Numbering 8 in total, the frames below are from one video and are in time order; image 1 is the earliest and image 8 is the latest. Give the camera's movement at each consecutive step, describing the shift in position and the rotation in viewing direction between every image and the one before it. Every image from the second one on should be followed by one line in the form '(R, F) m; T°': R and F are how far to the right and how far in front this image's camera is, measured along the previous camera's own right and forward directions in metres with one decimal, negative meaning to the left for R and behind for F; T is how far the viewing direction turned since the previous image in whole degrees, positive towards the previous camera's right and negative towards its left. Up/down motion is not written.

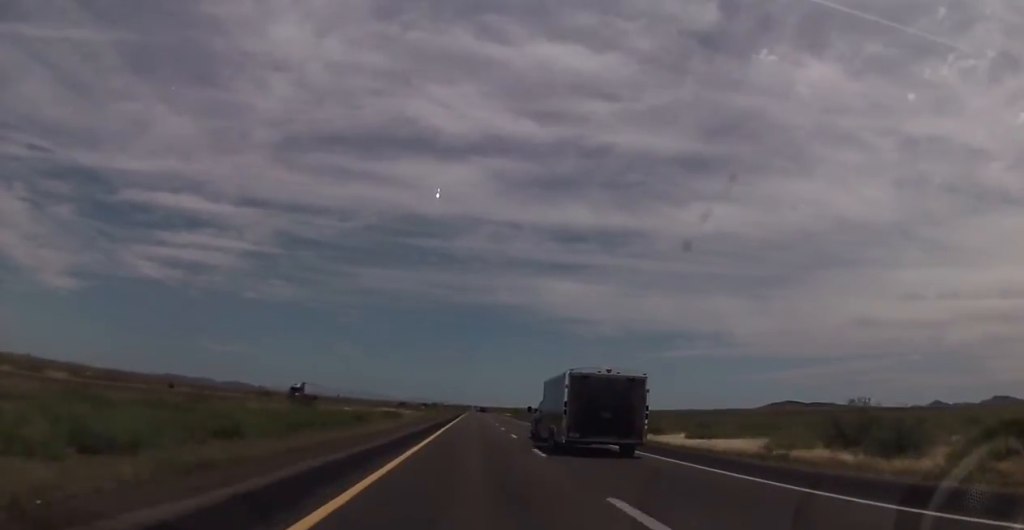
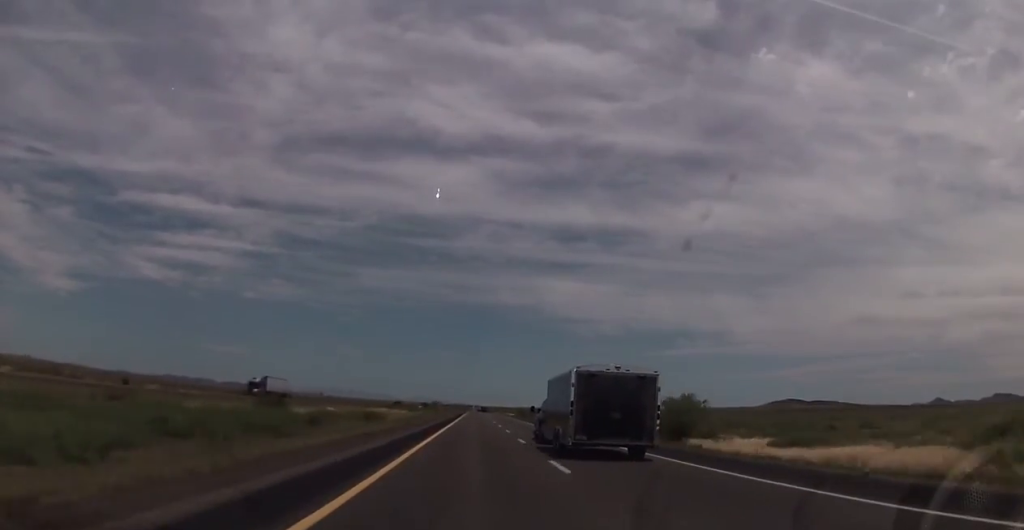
(0.0, +16.9) m; 0°
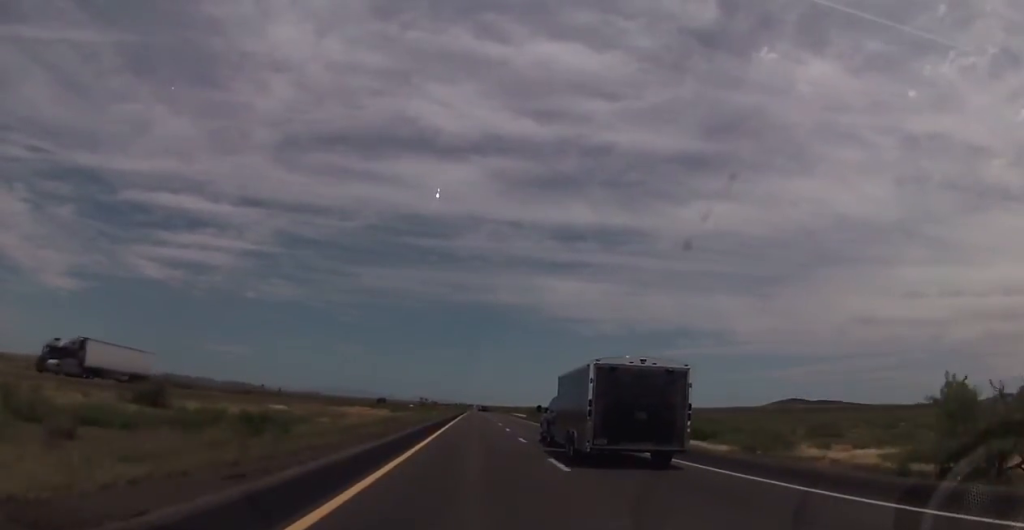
(-0.4, +36.3) m; 0°
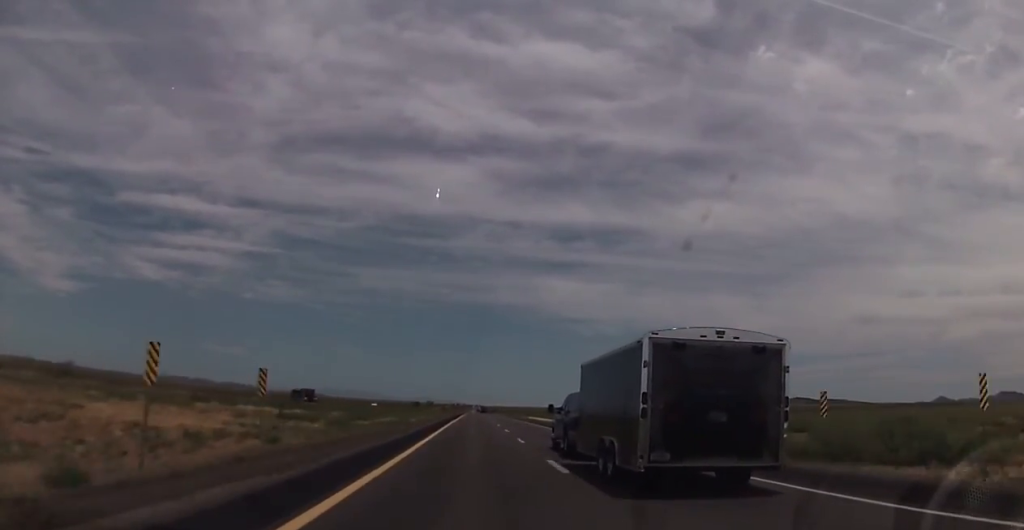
(+0.9, +74.3) m; +1°
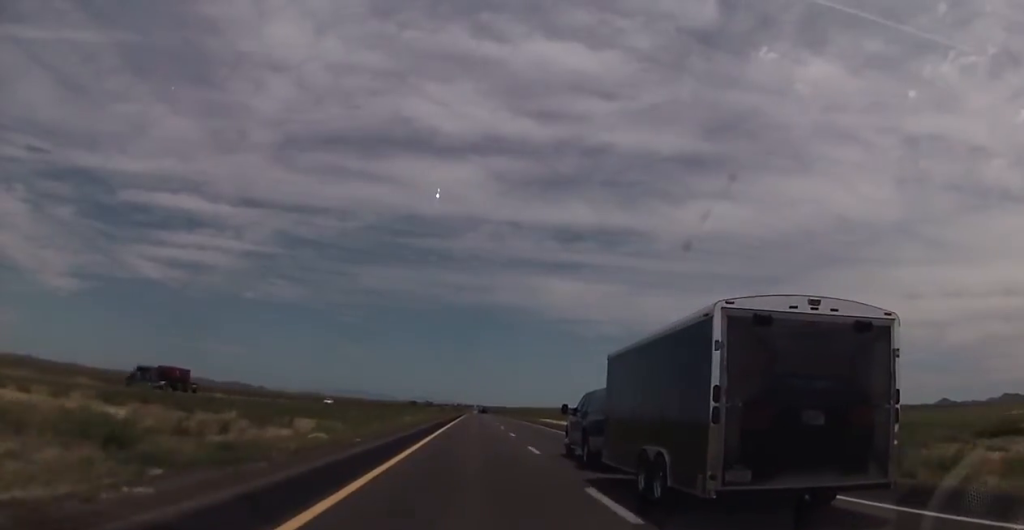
(0.0, +42.8) m; 0°
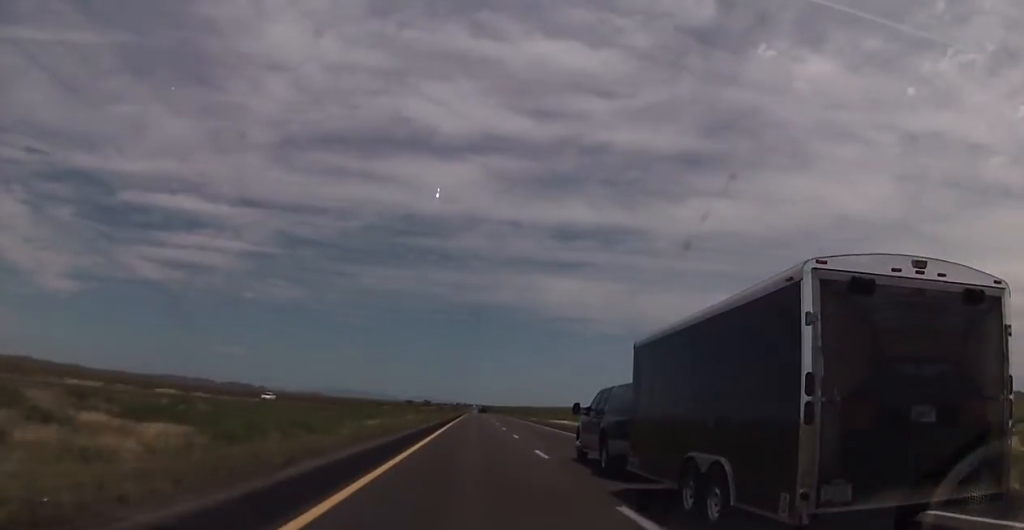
(0.0, +26.9) m; 0°
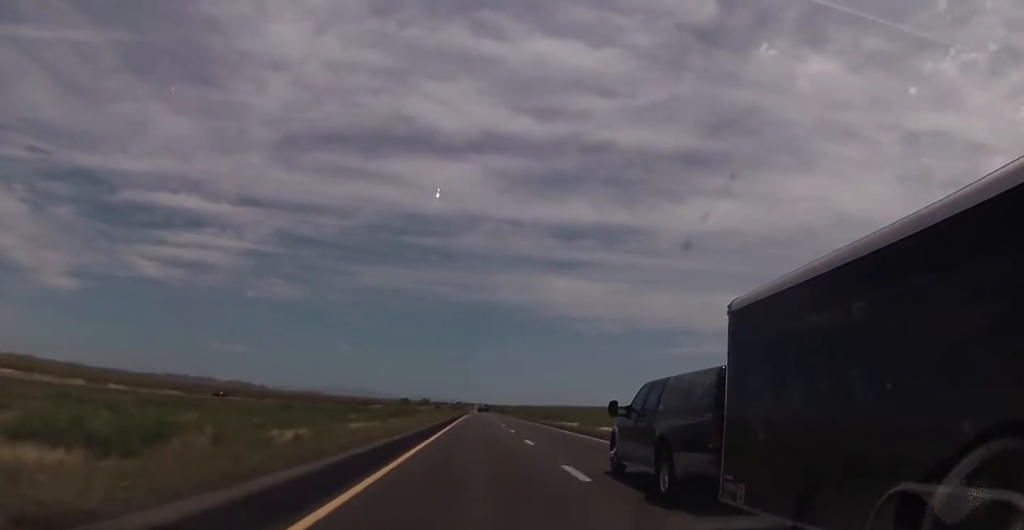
(-0.6, +55.2) m; -1°
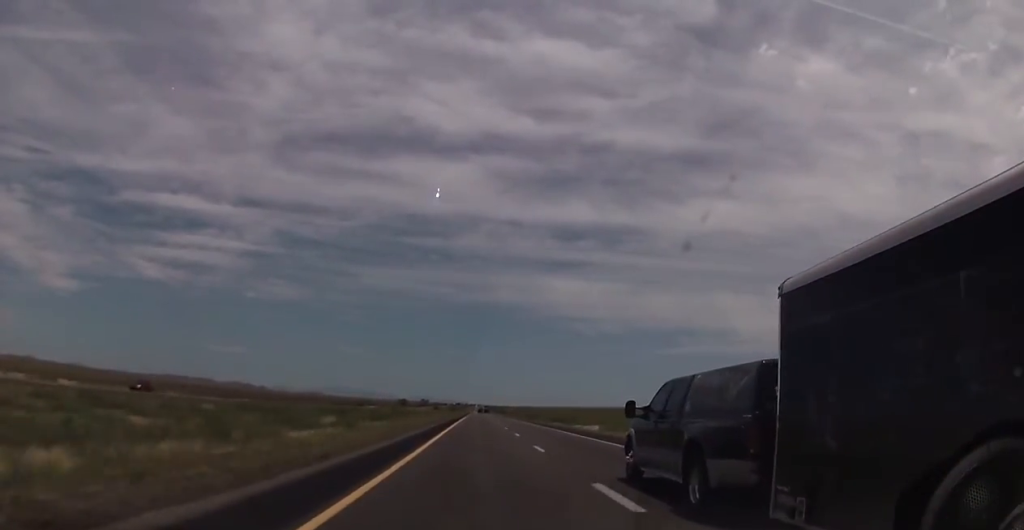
(-0.3, +16.0) m; 0°
